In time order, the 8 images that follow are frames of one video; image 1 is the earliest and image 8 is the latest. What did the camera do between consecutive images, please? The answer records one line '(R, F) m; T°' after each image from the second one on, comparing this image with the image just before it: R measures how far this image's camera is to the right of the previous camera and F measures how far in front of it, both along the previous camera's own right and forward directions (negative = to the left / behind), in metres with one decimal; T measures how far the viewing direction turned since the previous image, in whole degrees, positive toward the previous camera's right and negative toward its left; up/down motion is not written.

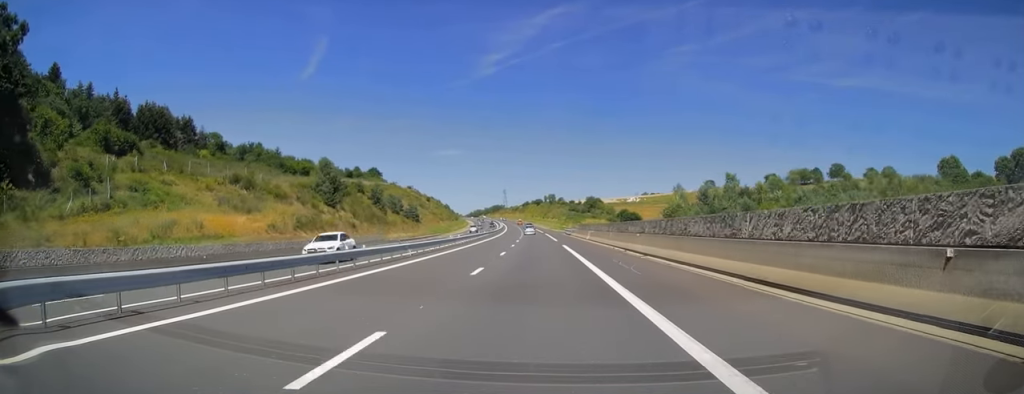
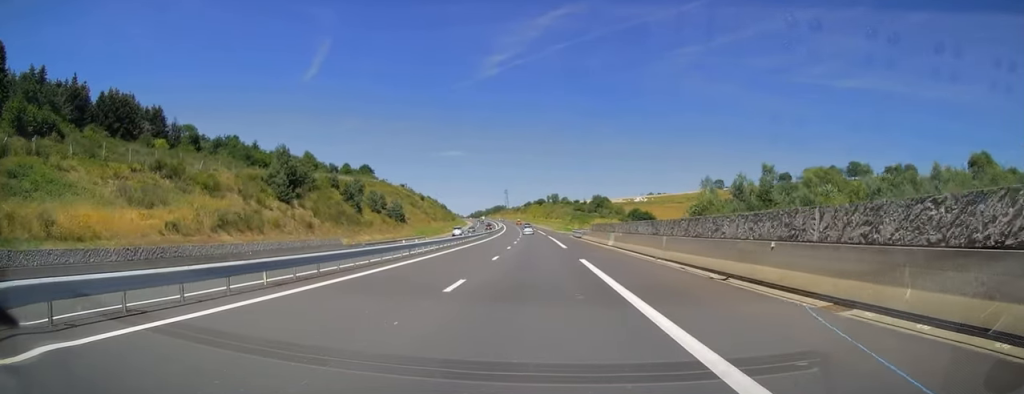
(0.0, +17.9) m; 0°
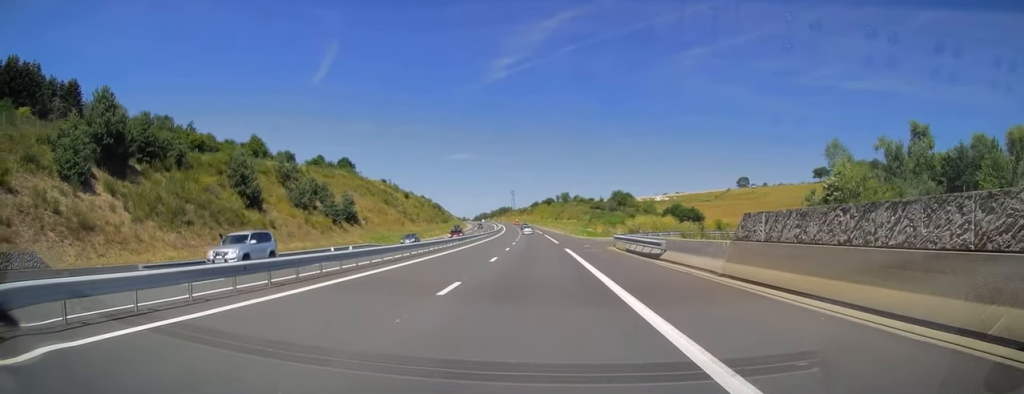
(-0.2, +39.8) m; -1°
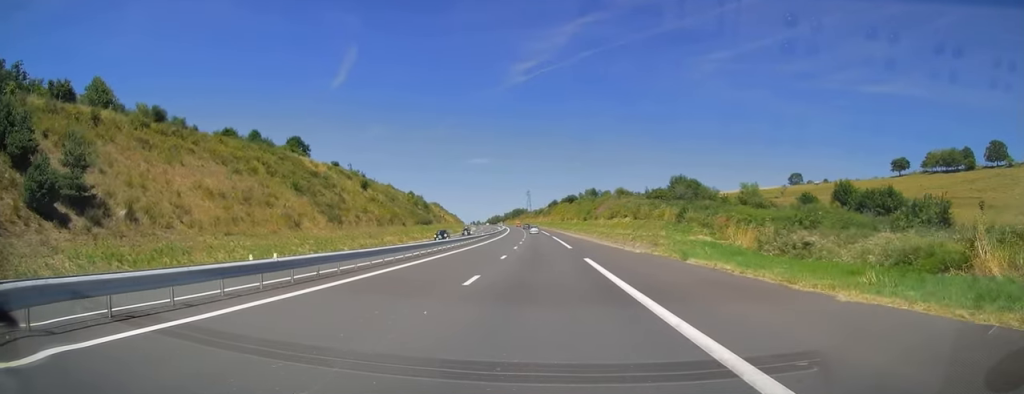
(-1.1, +63.3) m; -1°
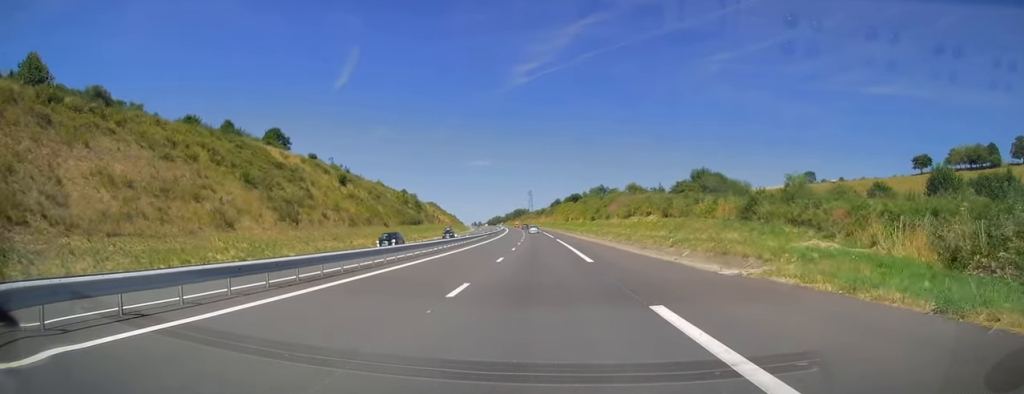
(0.0, +15.8) m; 0°
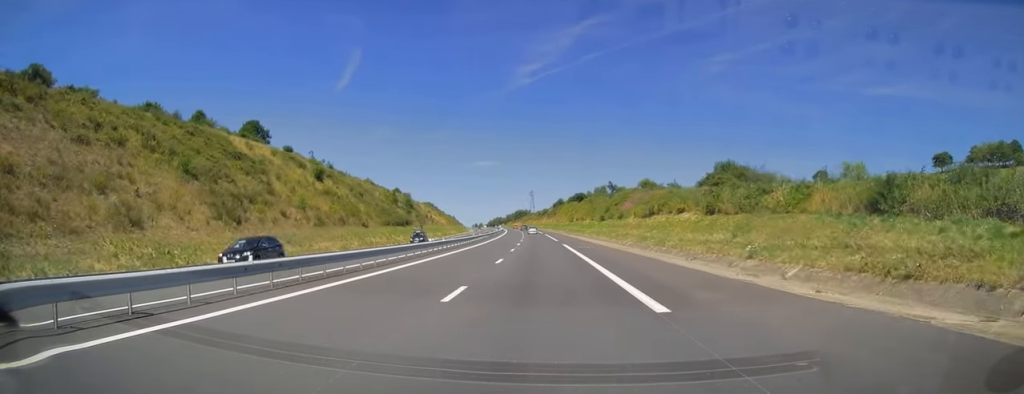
(0.0, +13.8) m; 0°
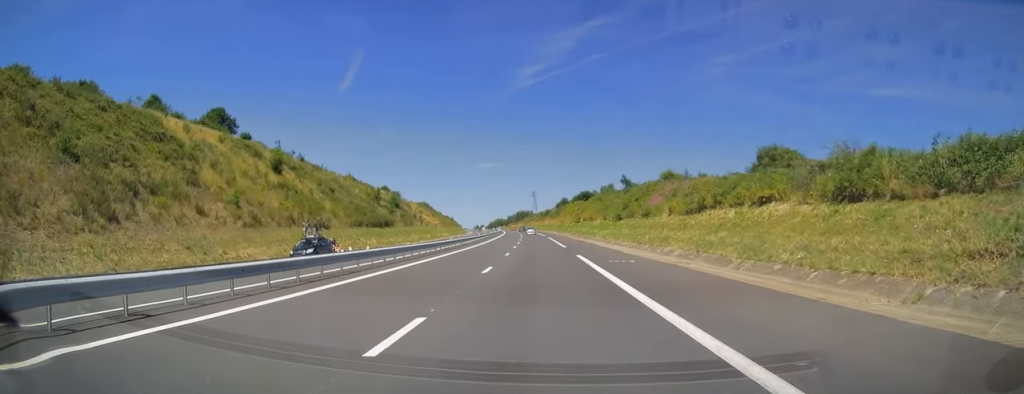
(0.0, +18.2) m; 0°
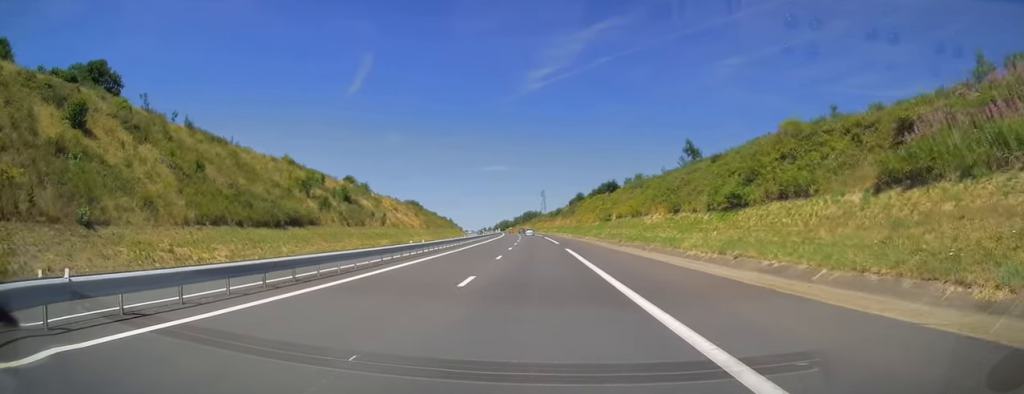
(-0.4, +44.1) m; -1°
